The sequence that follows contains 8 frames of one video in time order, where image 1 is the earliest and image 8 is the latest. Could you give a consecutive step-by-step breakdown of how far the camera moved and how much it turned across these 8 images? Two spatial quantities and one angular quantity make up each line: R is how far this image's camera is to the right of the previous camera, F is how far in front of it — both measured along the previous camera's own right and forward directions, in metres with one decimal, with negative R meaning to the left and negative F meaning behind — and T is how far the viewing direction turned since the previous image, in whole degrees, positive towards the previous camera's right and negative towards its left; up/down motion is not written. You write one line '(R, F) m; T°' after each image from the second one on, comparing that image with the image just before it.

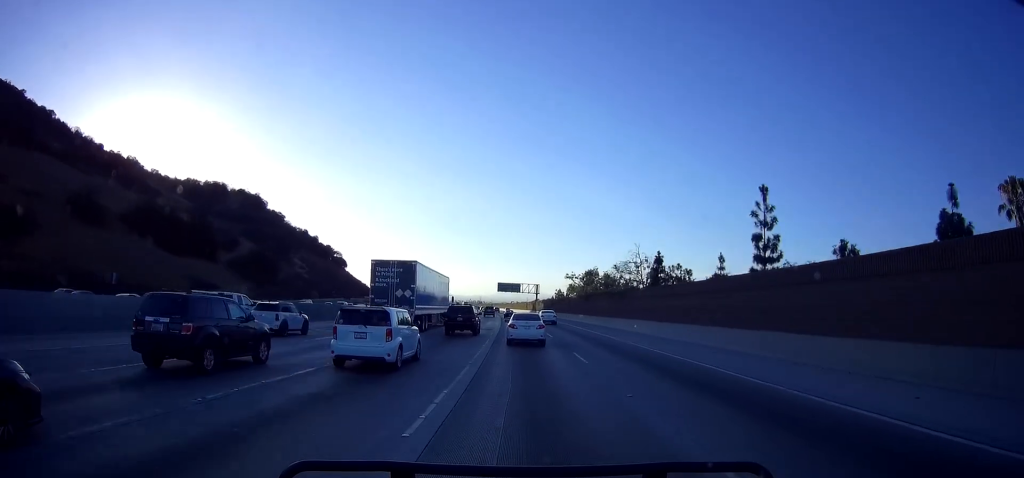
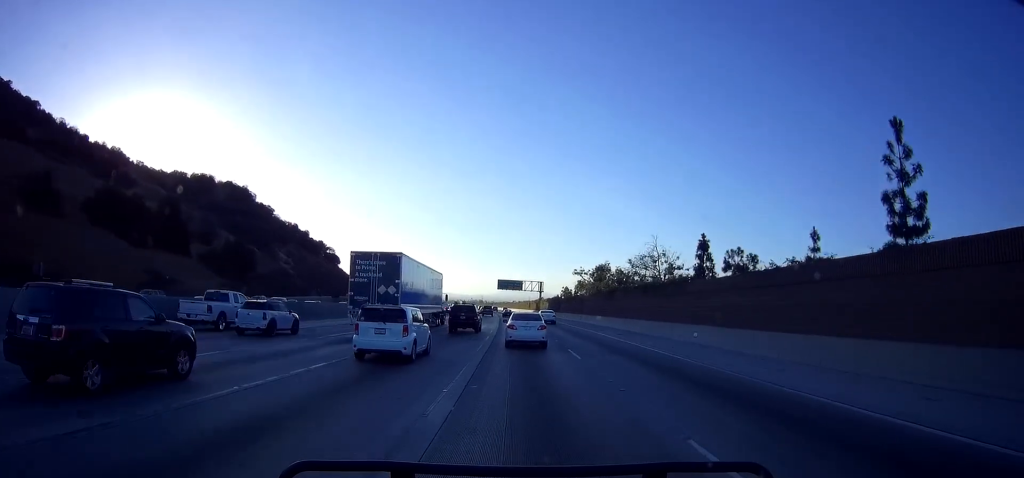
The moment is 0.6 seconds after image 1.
(-0.1, +13.2) m; 0°
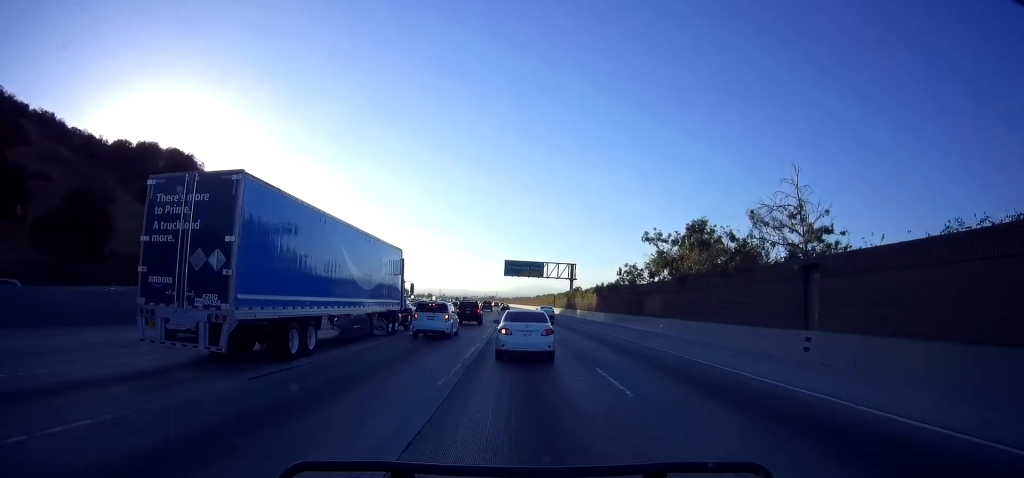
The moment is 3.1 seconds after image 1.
(-1.0, +50.9) m; -2°
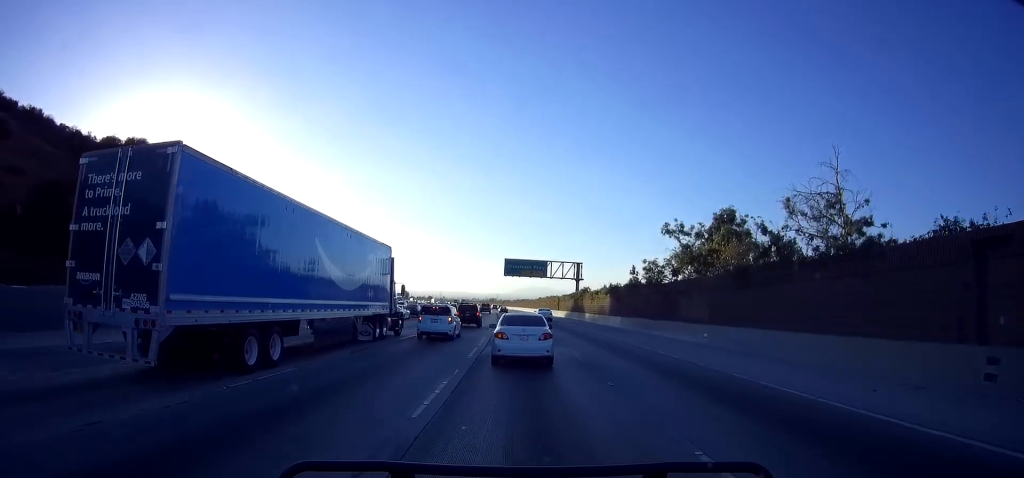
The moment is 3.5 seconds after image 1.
(+0.1, +7.6) m; 0°
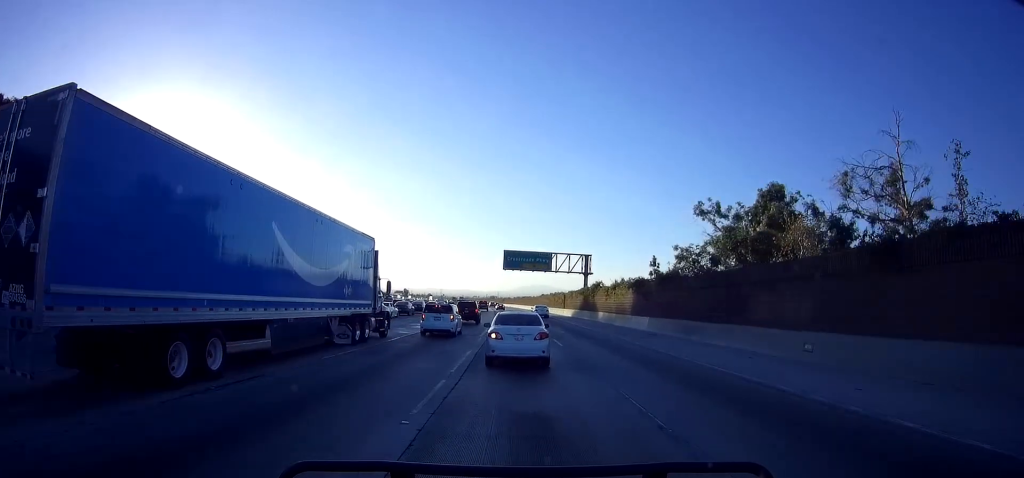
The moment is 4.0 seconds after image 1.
(0.0, +9.4) m; 0°
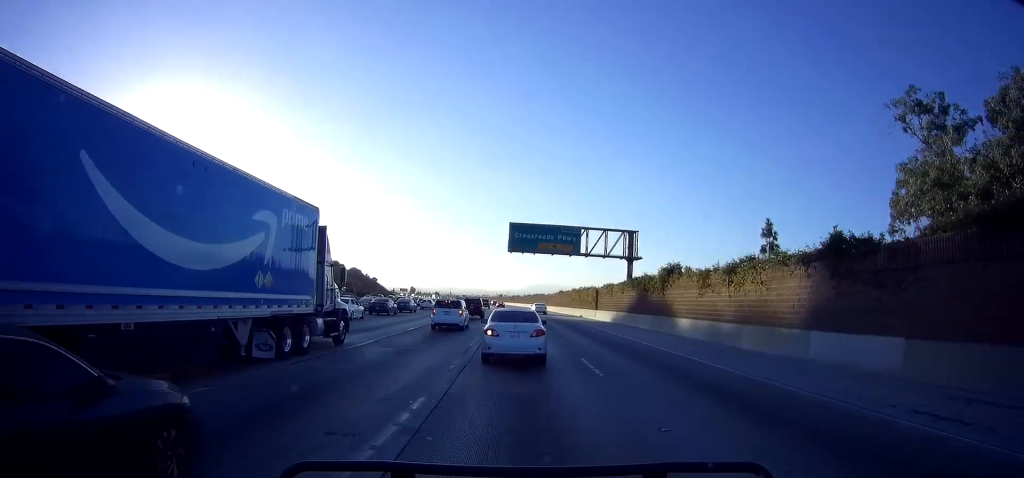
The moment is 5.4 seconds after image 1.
(-0.2, +23.8) m; -1°
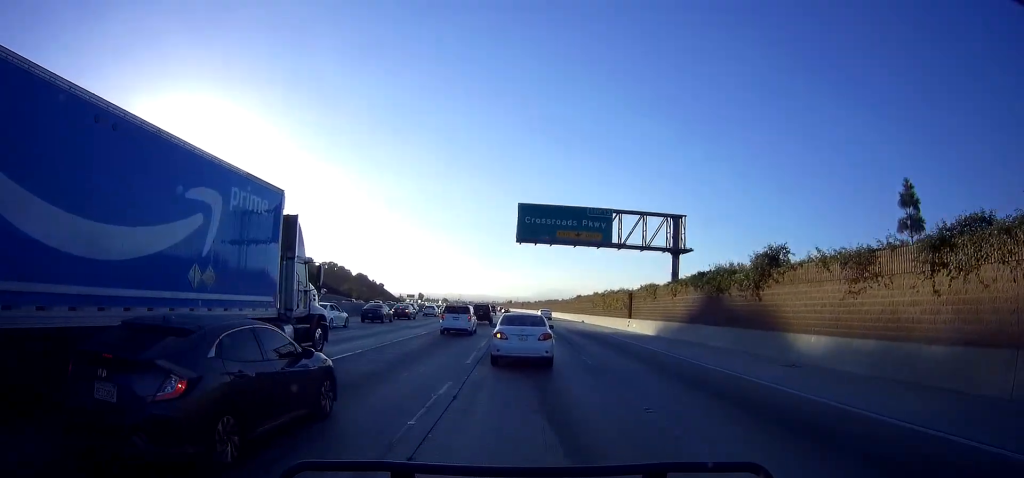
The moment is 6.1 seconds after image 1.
(0.0, +12.0) m; -1°
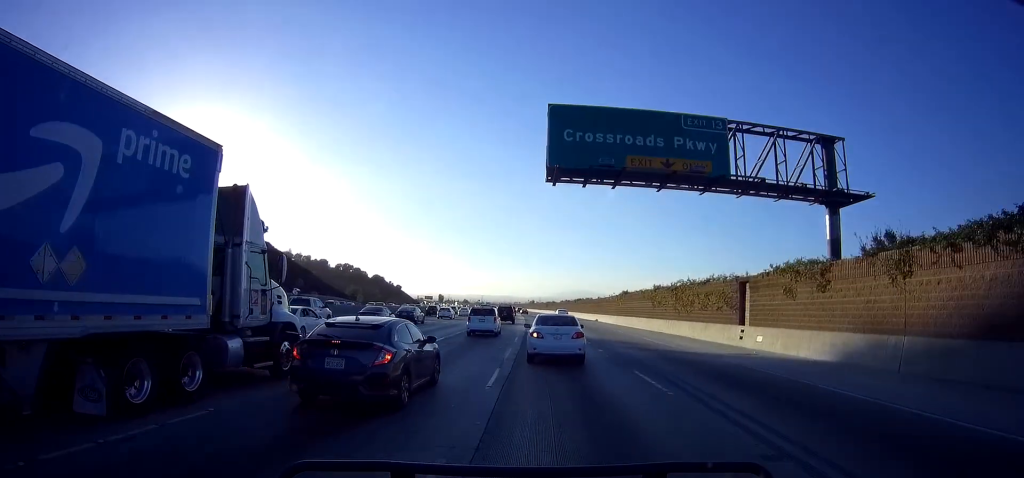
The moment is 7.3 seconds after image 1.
(-0.4, +18.5) m; -1°
